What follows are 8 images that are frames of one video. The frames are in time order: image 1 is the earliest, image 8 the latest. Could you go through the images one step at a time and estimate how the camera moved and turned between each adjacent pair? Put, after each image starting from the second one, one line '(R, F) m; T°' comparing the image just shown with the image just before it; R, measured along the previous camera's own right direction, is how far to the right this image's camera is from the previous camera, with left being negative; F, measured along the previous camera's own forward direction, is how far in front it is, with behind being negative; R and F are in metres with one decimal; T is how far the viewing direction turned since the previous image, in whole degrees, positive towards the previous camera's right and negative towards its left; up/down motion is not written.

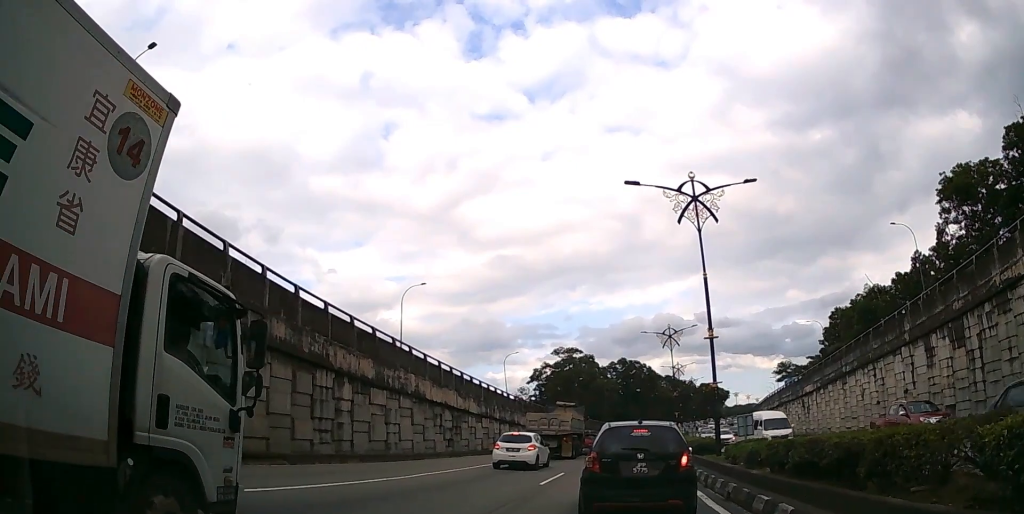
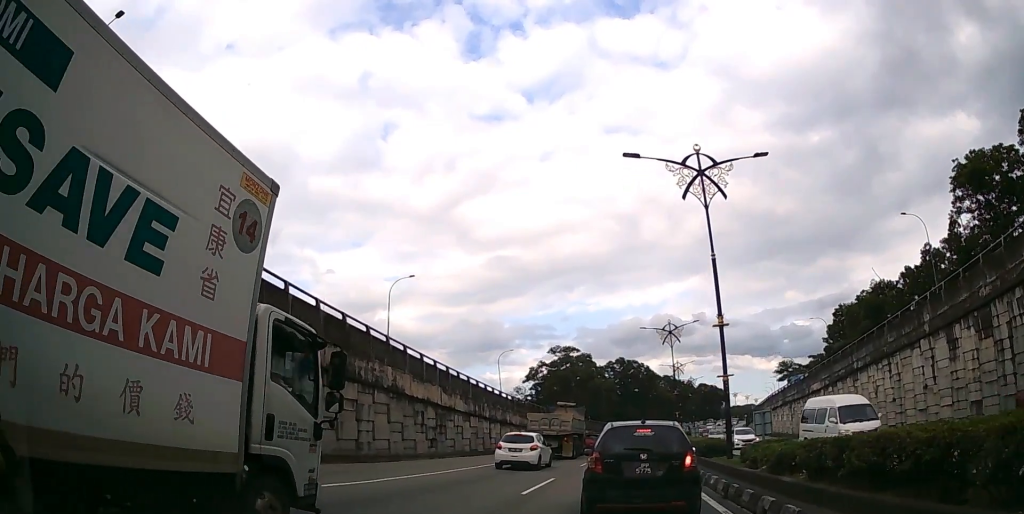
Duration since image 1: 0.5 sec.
(0.0, +2.9) m; 0°
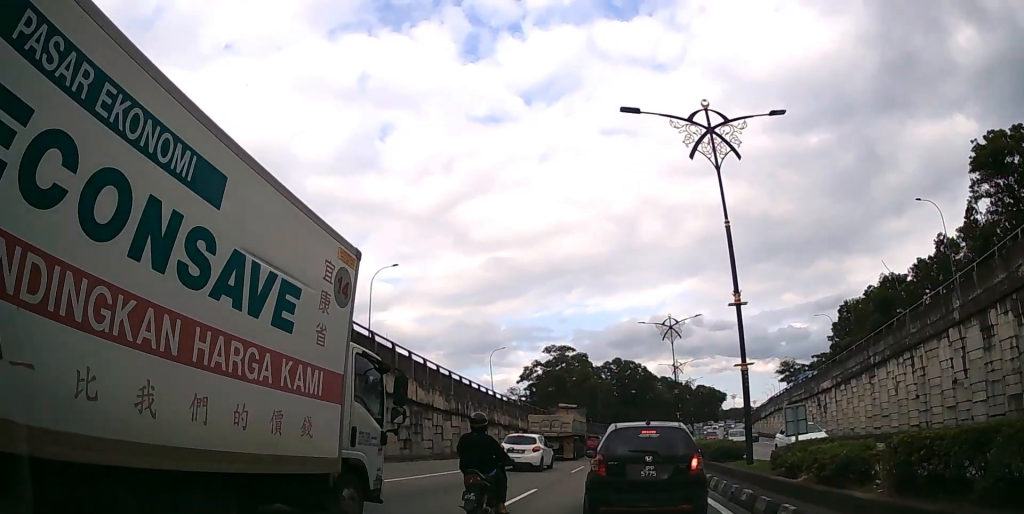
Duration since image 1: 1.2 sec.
(0.0, +3.5) m; +1°
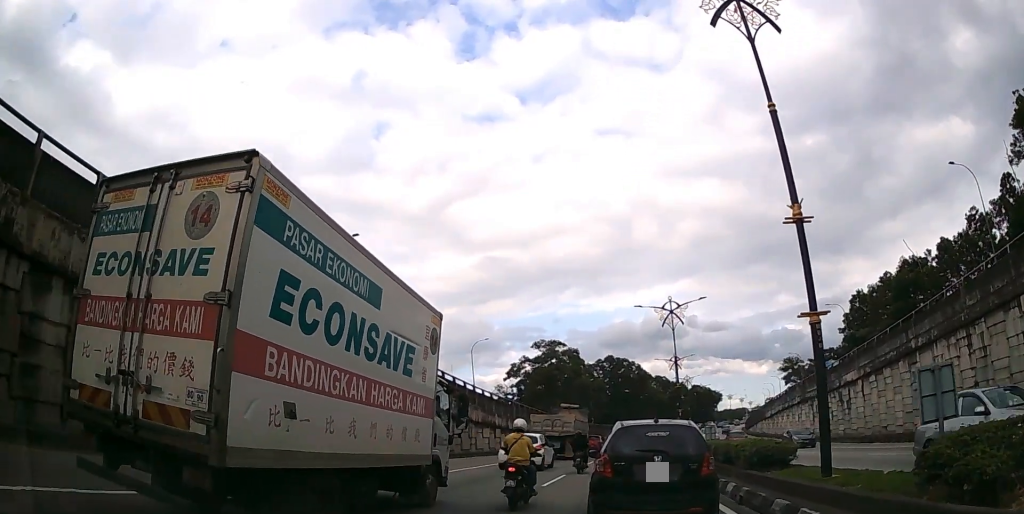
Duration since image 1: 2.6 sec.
(+0.1, +7.3) m; +2°
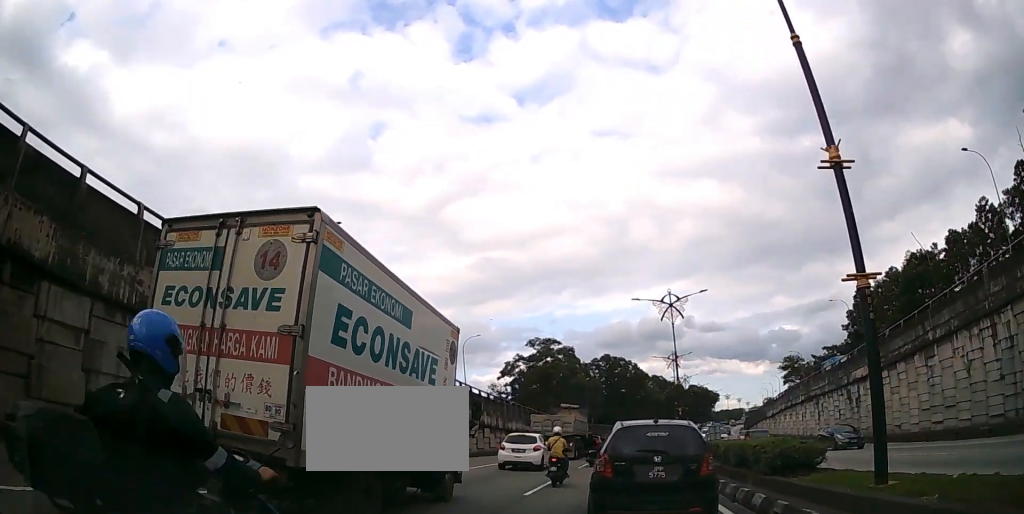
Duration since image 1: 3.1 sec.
(0.0, +2.6) m; 0°
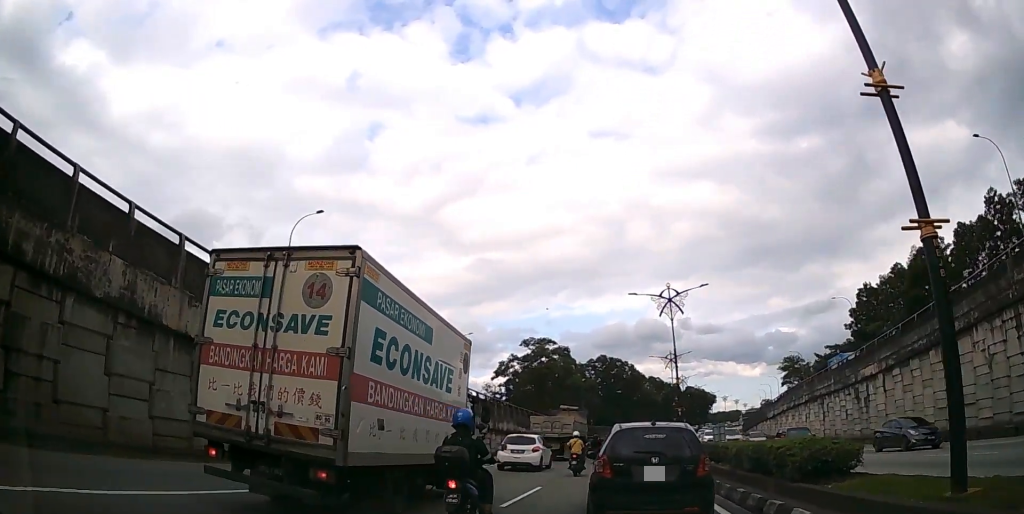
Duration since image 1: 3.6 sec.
(0.0, +2.4) m; 0°
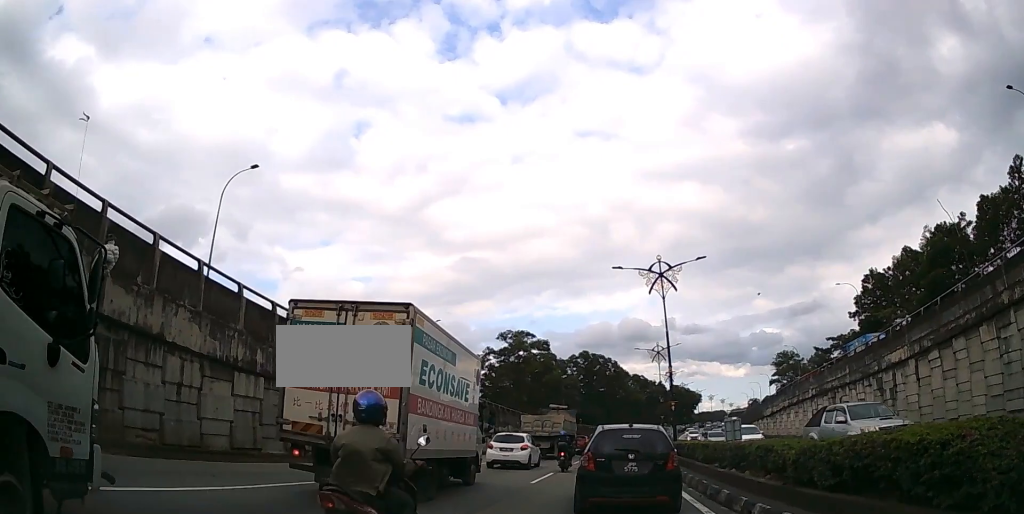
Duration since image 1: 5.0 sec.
(+0.1, +6.8) m; +1°
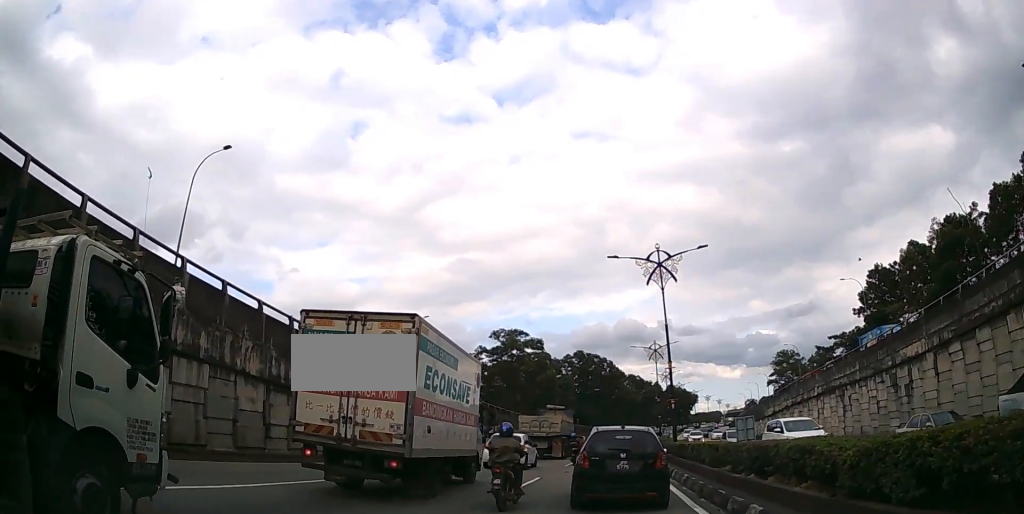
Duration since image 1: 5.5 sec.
(0.0, +2.5) m; 0°
